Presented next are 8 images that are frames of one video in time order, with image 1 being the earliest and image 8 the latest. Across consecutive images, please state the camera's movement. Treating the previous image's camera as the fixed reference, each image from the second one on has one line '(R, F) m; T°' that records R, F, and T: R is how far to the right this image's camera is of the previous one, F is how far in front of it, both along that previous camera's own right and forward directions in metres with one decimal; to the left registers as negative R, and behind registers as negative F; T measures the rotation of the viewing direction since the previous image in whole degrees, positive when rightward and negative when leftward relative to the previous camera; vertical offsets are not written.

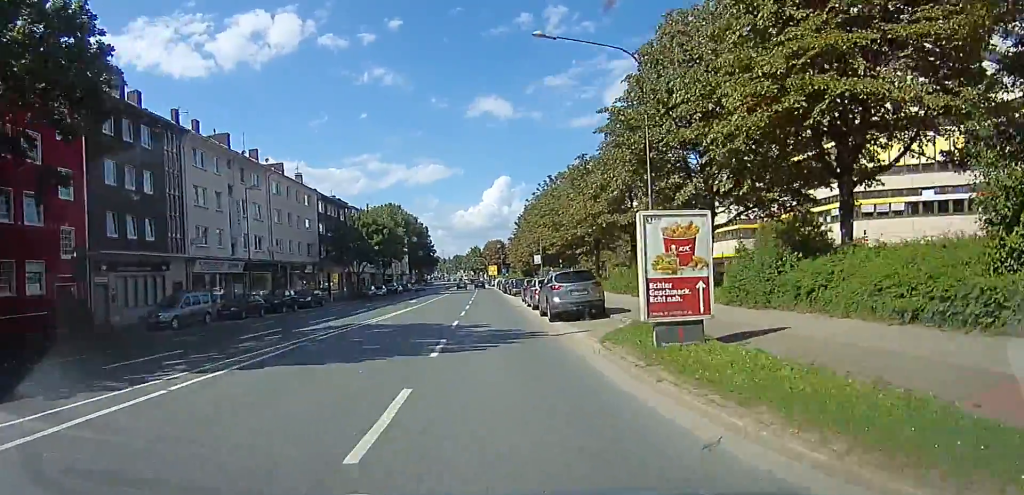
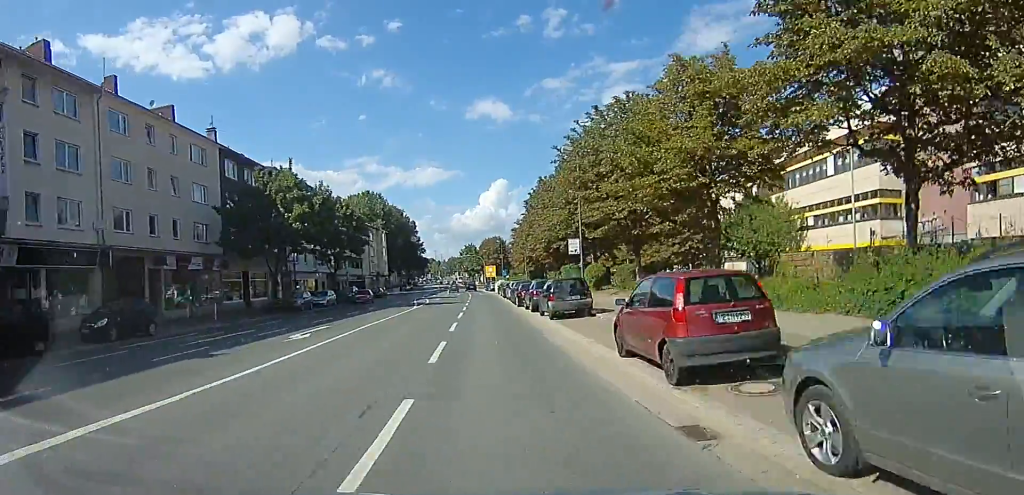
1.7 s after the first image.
(0.0, +23.4) m; +1°
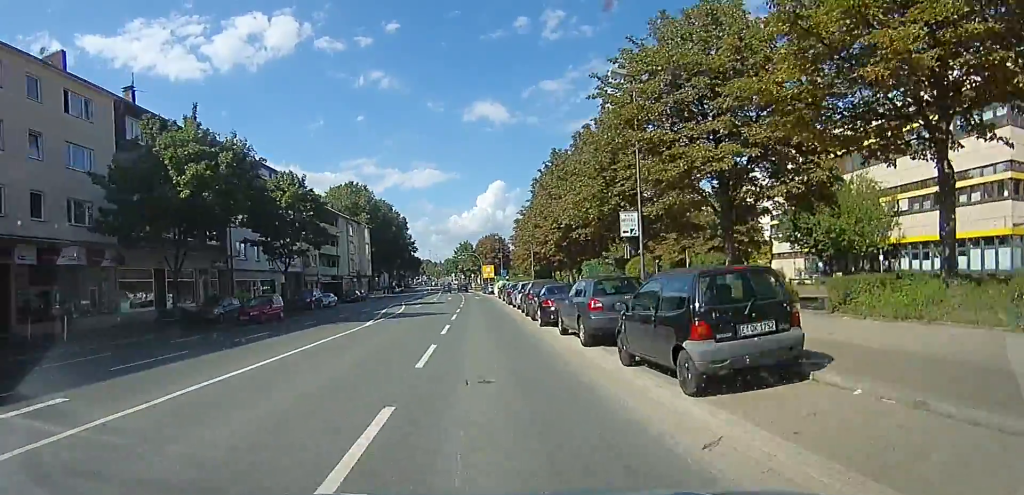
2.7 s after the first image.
(+0.2, +12.4) m; +1°
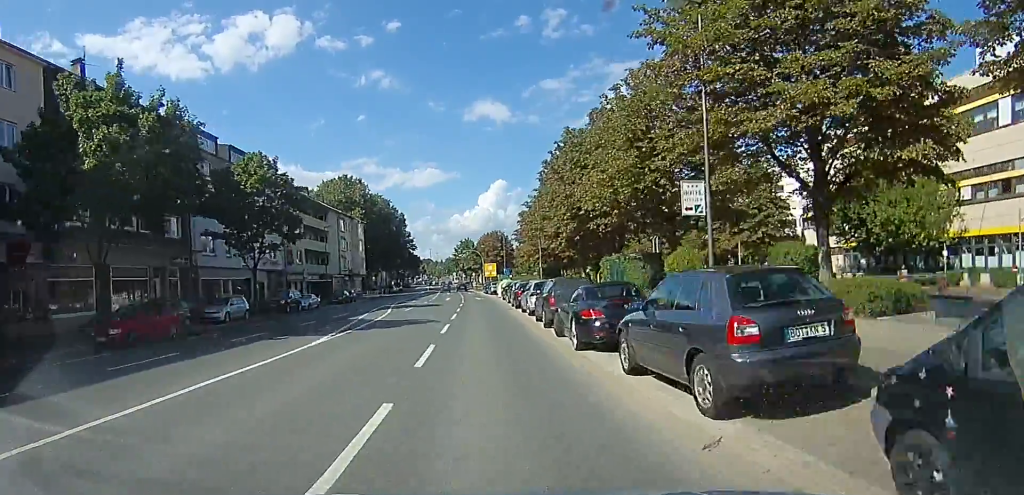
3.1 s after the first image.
(0.0, +5.8) m; 0°
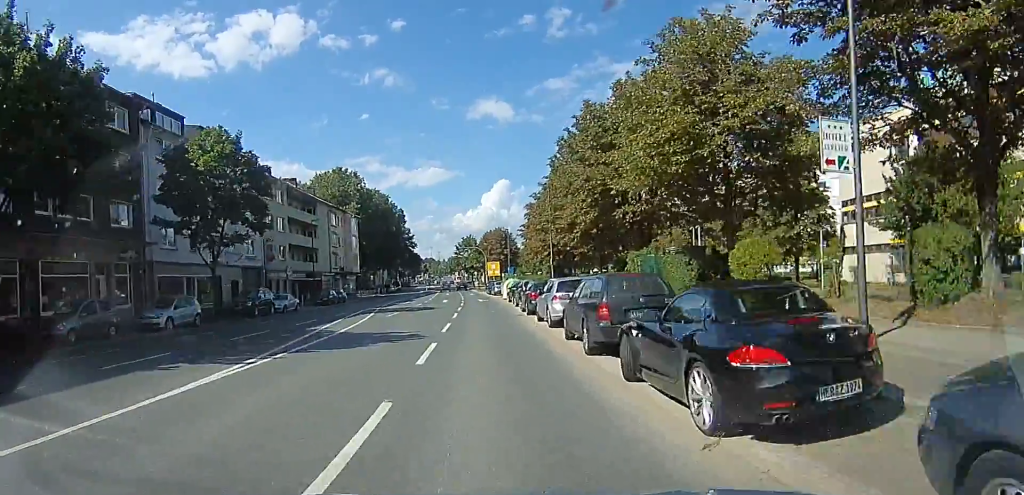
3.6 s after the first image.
(0.0, +5.8) m; 0°
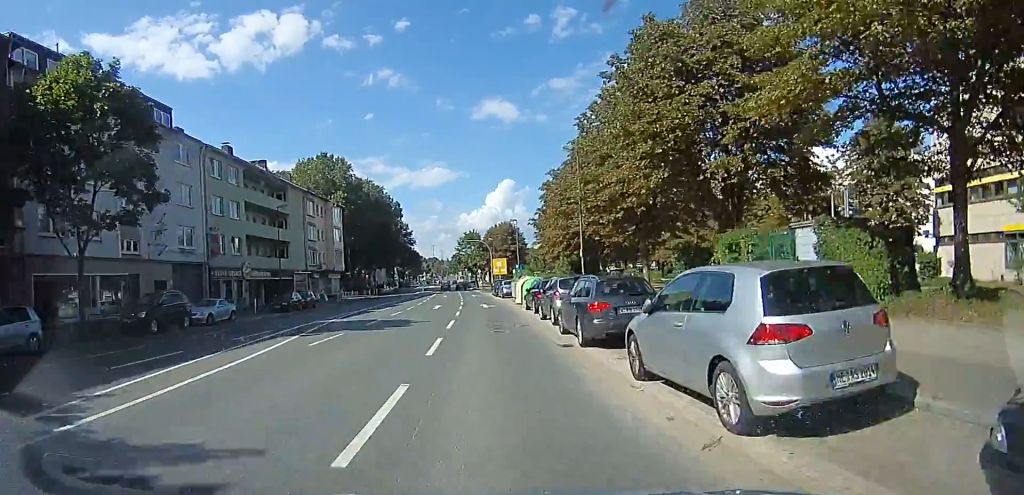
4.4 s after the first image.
(0.0, +11.0) m; 0°
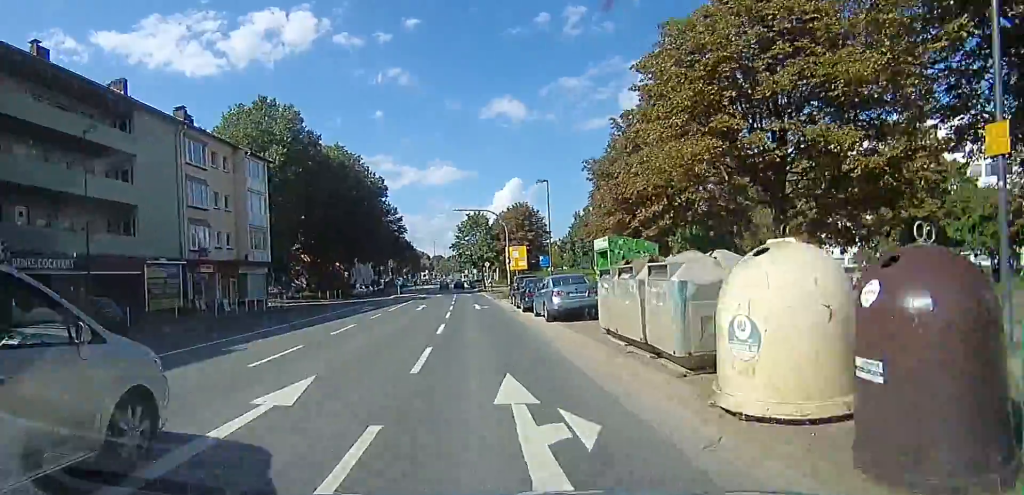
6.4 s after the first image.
(-0.6, +26.2) m; -4°
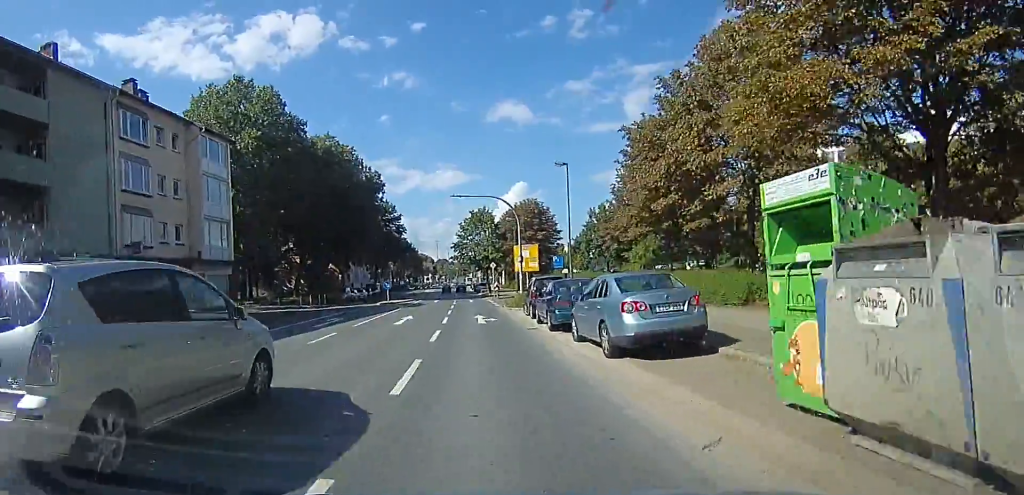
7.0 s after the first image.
(-0.1, +7.5) m; -1°
